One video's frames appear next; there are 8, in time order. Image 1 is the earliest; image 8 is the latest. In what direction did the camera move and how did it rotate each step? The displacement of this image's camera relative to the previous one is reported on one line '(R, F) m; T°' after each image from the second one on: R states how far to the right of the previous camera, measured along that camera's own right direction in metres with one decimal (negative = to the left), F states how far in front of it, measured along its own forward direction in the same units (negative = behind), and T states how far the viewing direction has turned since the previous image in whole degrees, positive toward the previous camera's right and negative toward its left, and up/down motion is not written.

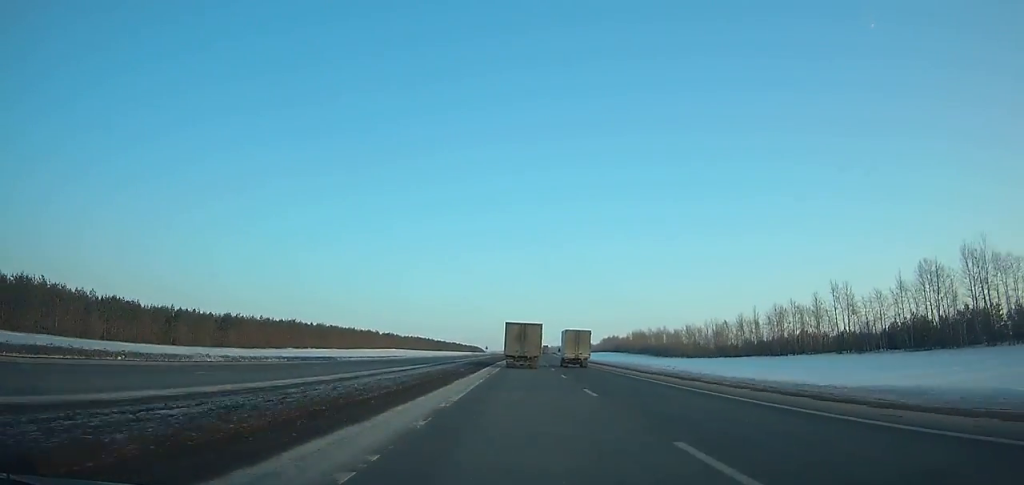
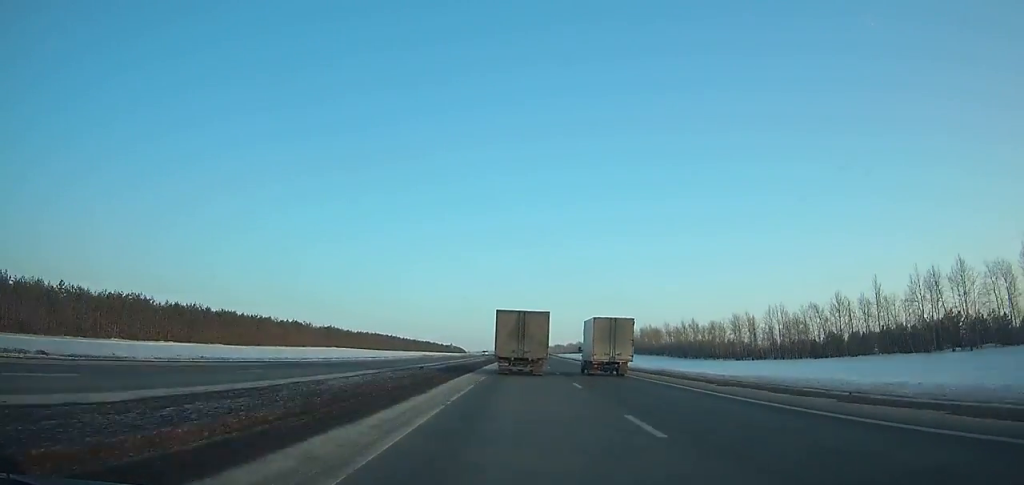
(+0.9, +78.4) m; +1°
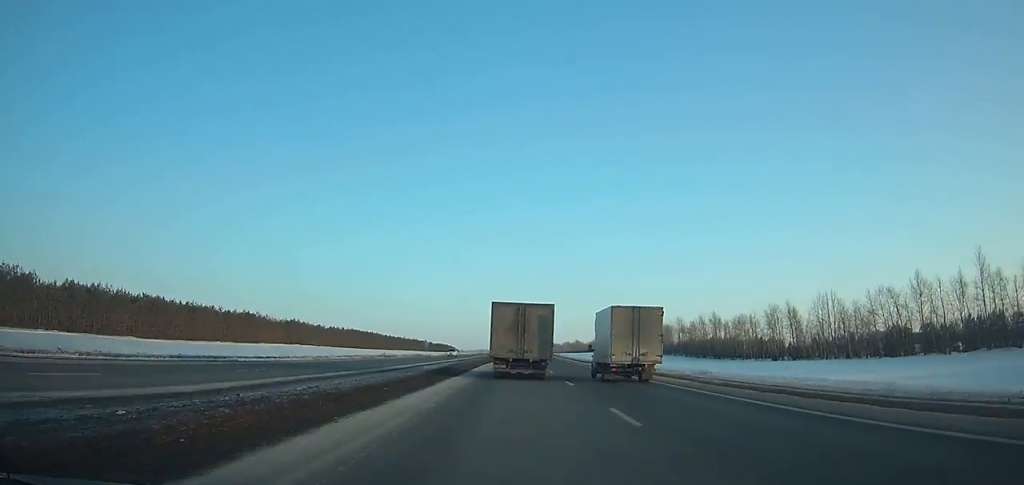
(+0.1, +34.1) m; 0°
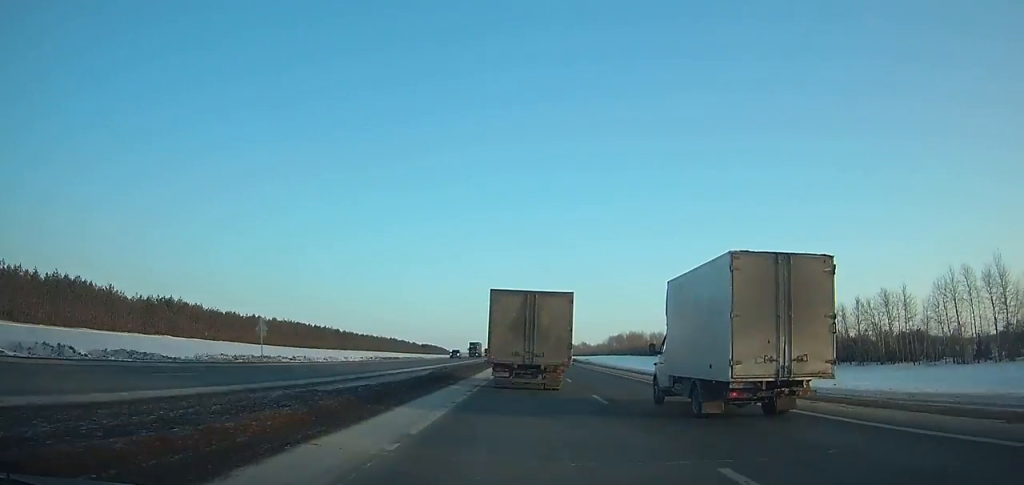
(+0.4, +78.7) m; 0°
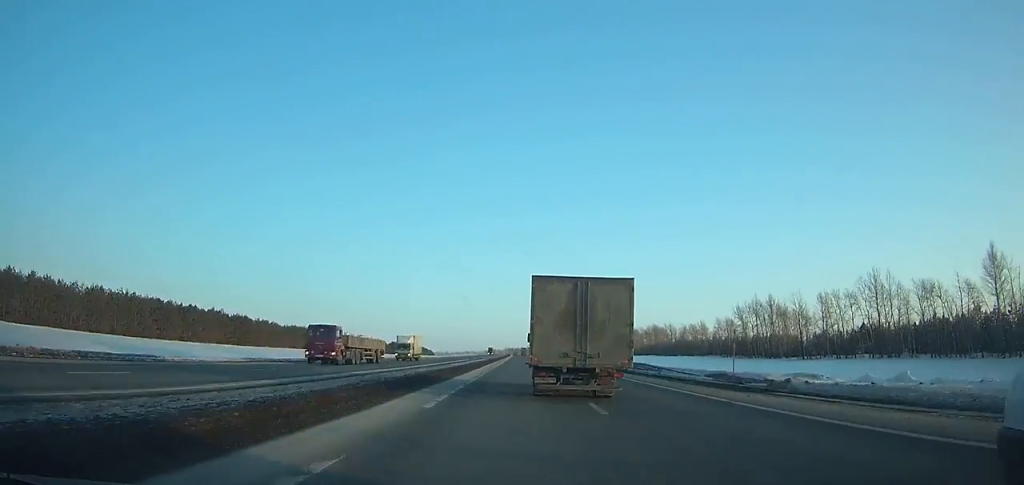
(+0.3, +90.9) m; 0°
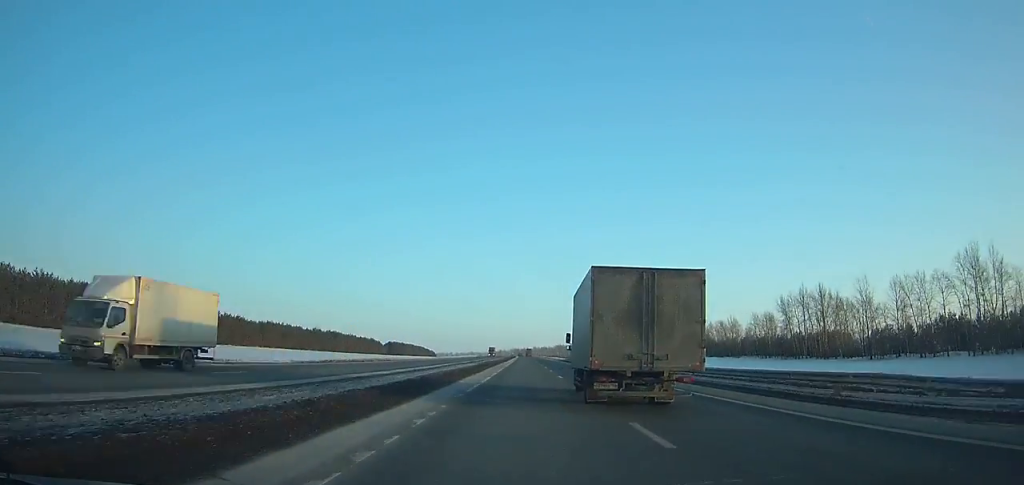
(0.0, +29.5) m; 0°
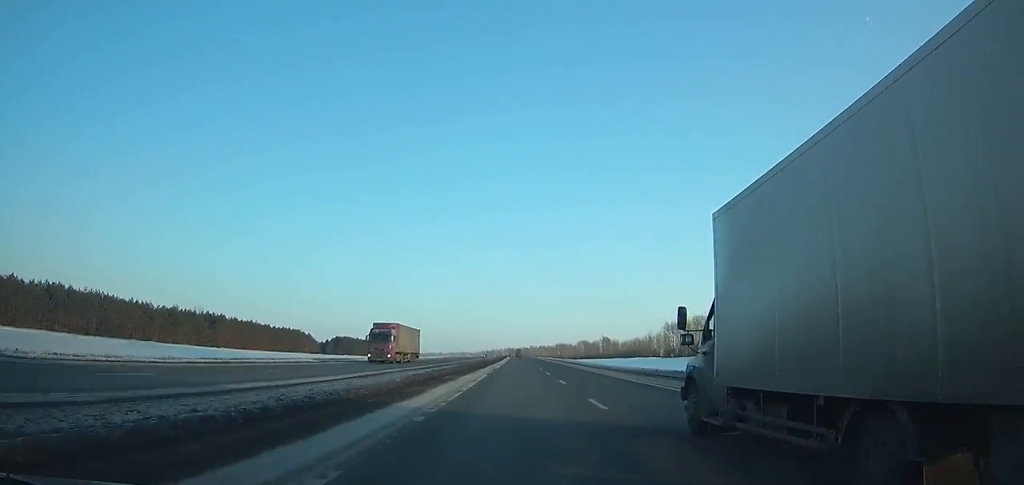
(-0.1, +103.5) m; 0°
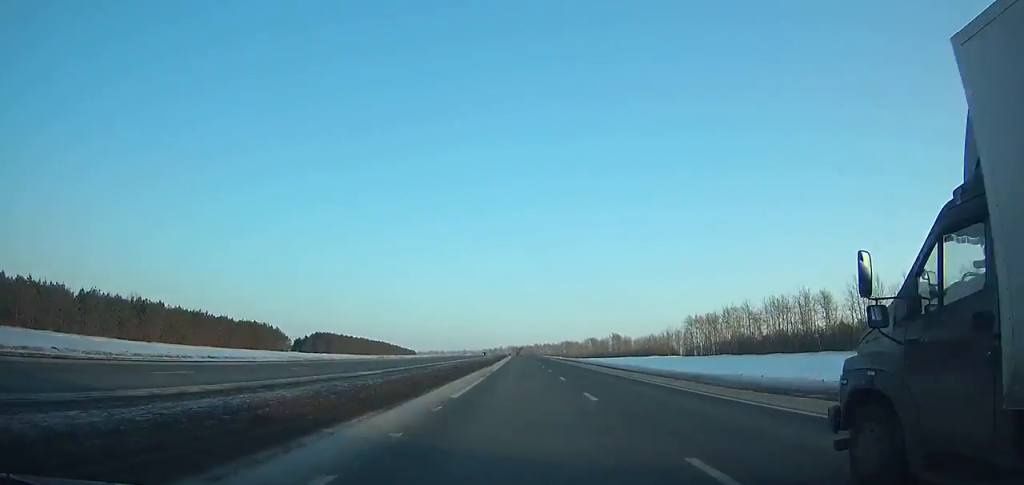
(-0.1, +34.2) m; 0°
